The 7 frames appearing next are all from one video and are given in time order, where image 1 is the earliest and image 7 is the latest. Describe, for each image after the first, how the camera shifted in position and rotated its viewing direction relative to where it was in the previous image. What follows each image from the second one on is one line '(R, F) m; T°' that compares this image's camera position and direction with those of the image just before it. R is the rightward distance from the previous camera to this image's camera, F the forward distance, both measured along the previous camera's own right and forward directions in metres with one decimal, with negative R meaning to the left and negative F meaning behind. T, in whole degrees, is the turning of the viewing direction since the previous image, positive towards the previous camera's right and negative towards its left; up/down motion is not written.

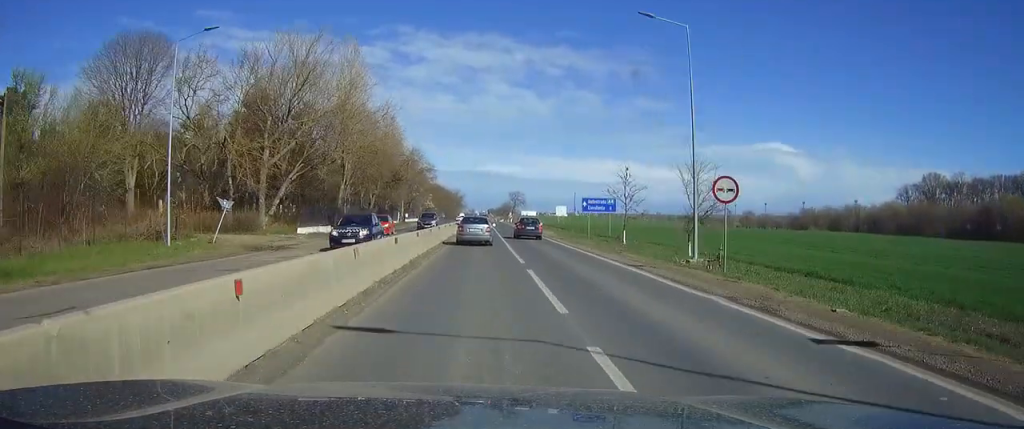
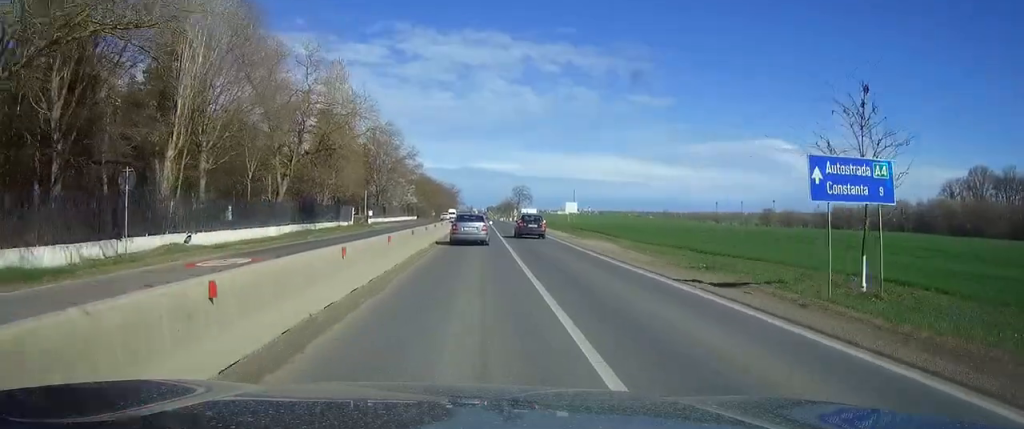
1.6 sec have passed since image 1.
(-0.2, +35.9) m; 0°
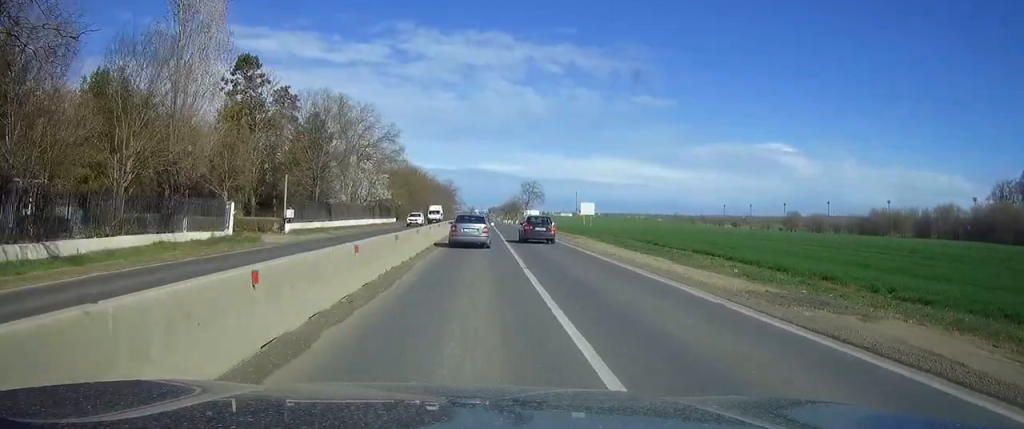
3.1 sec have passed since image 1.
(-0.1, +34.8) m; 0°
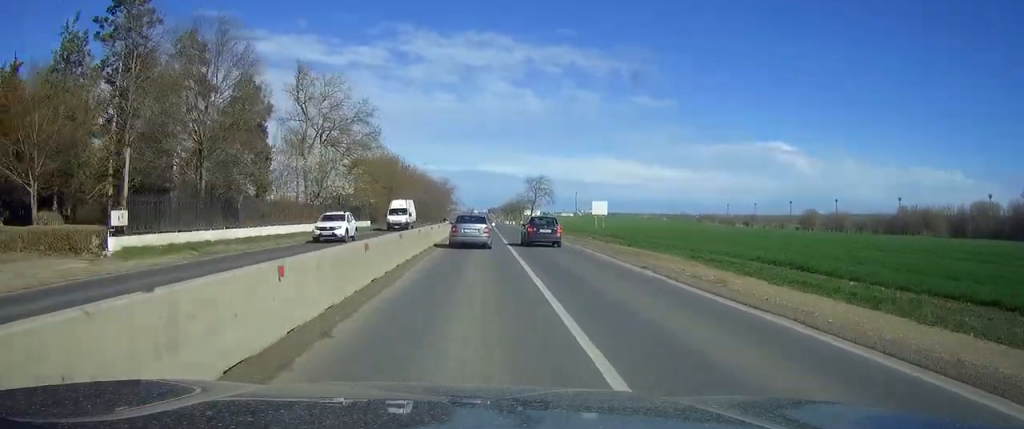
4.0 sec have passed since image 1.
(-0.1, +23.1) m; 0°
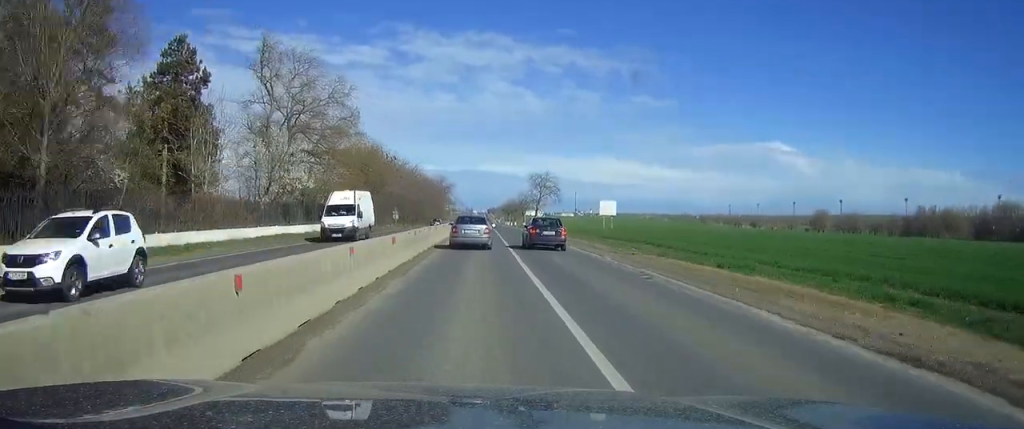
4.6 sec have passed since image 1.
(+0.1, +13.4) m; 0°
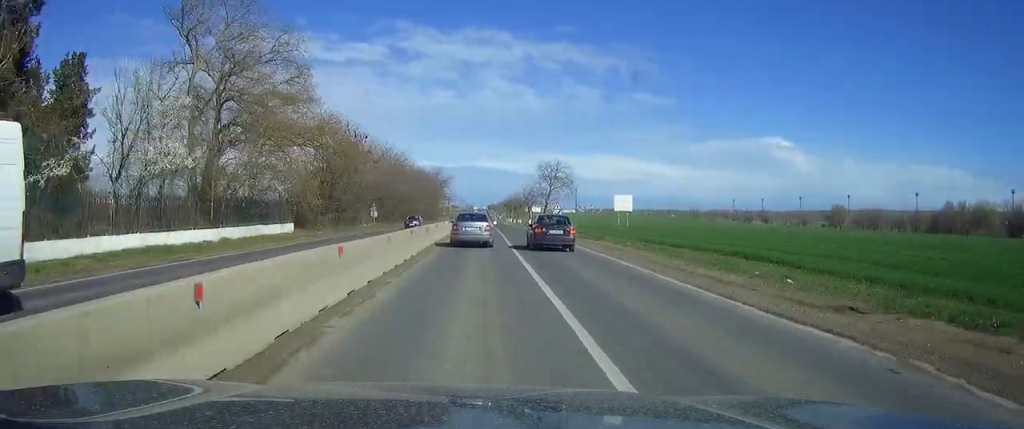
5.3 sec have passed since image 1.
(0.0, +18.9) m; 0°
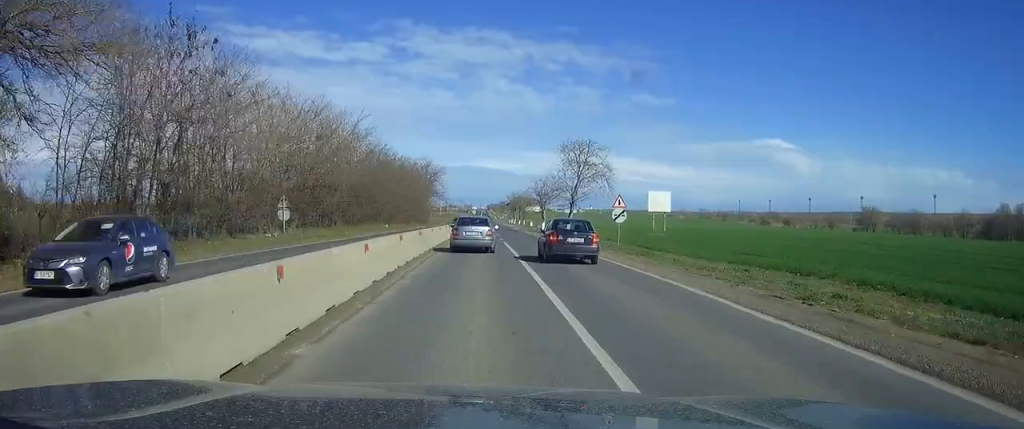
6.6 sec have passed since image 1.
(0.0, +33.5) m; 0°
